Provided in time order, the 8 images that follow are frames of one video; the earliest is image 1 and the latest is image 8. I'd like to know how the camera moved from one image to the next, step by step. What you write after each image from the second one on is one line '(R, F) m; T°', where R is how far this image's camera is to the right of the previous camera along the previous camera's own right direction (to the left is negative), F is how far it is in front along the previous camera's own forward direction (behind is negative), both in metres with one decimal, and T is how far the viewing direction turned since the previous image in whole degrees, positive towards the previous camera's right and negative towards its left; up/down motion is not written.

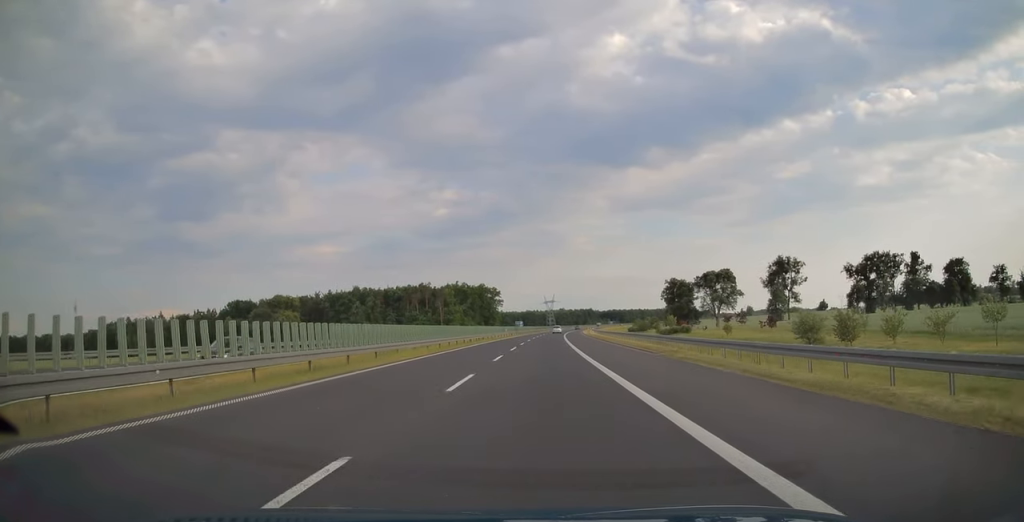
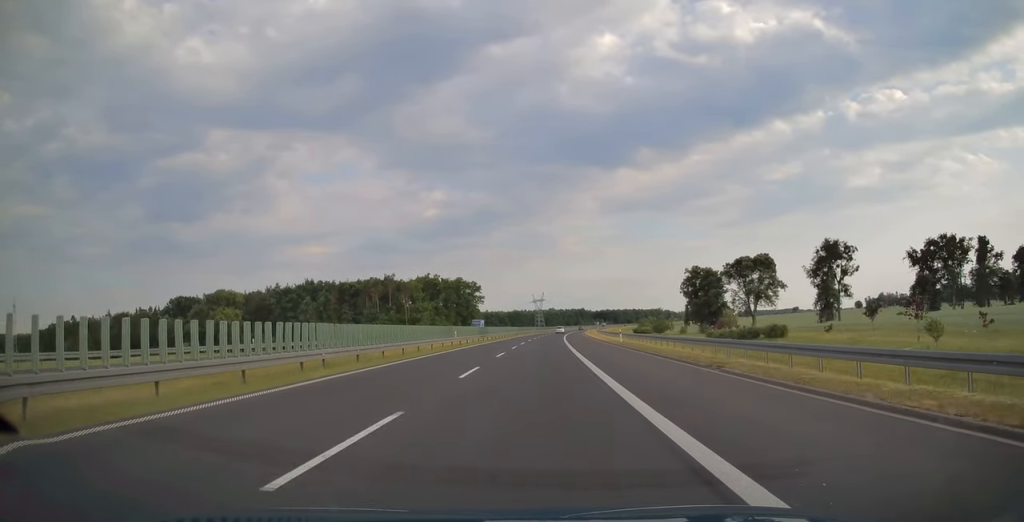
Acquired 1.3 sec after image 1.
(+0.2, +44.3) m; +1°
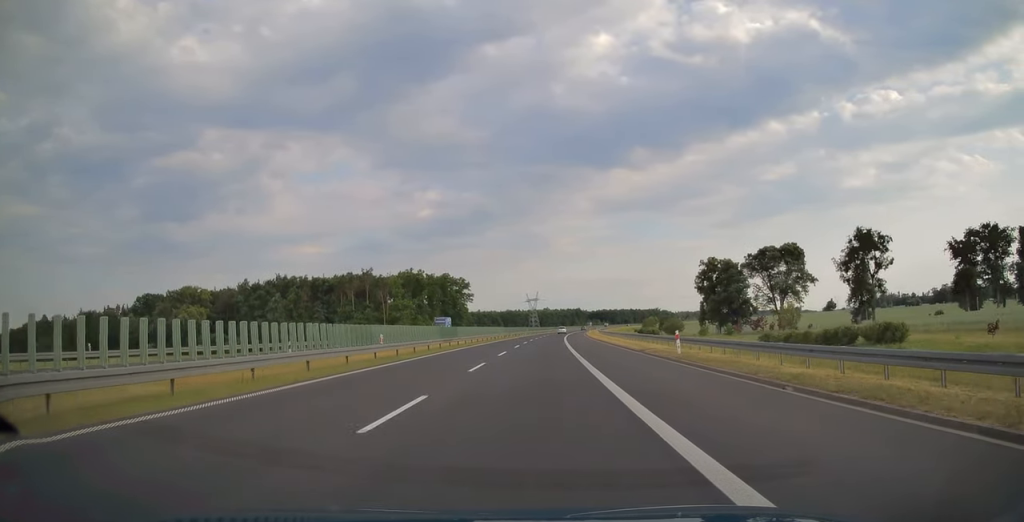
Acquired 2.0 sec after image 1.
(+0.2, +21.3) m; +1°
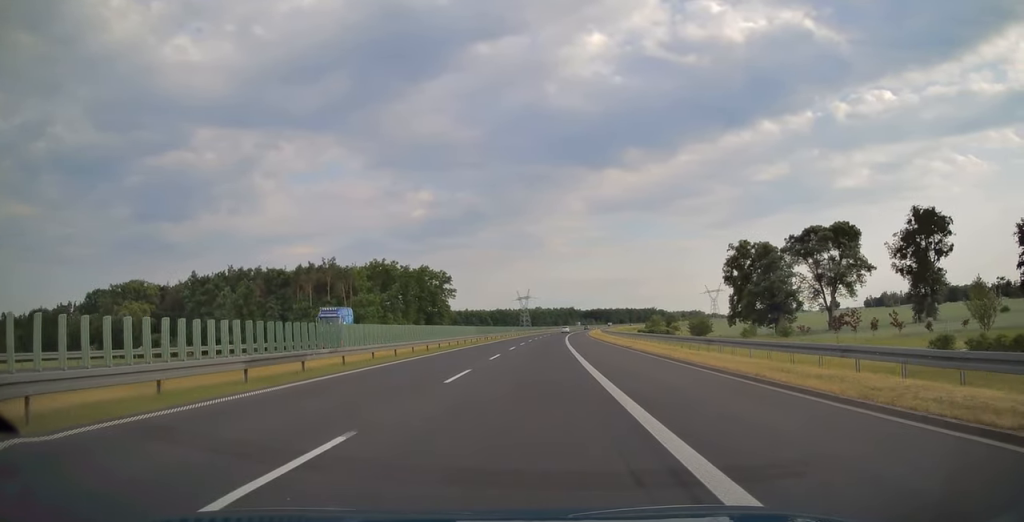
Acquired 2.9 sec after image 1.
(+0.2, +28.4) m; +1°
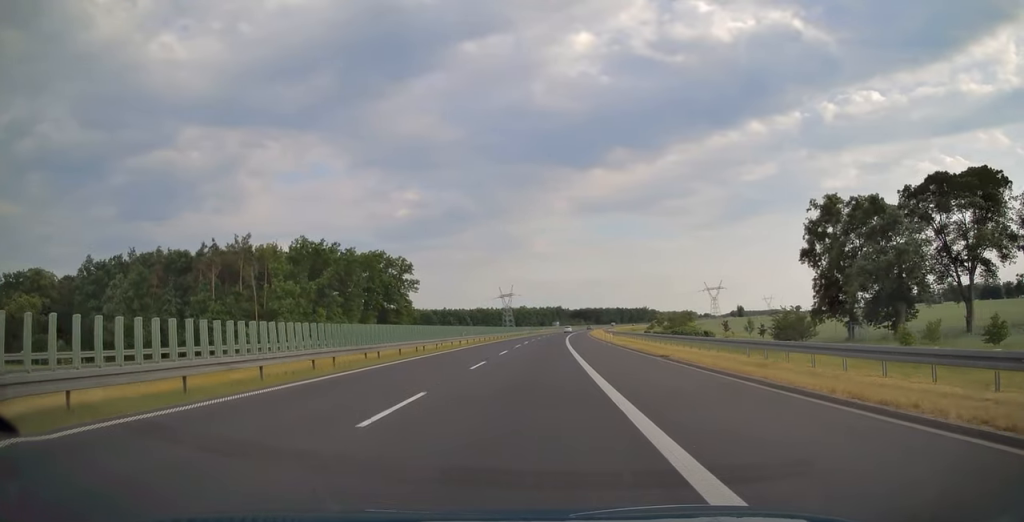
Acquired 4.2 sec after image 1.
(+0.3, +42.6) m; +1°
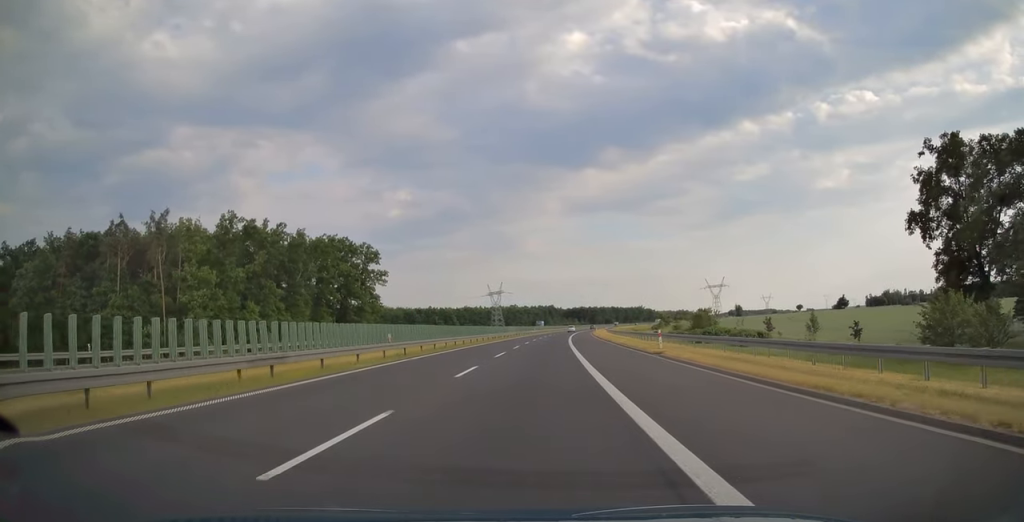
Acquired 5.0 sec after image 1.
(+0.2, +27.3) m; +1°
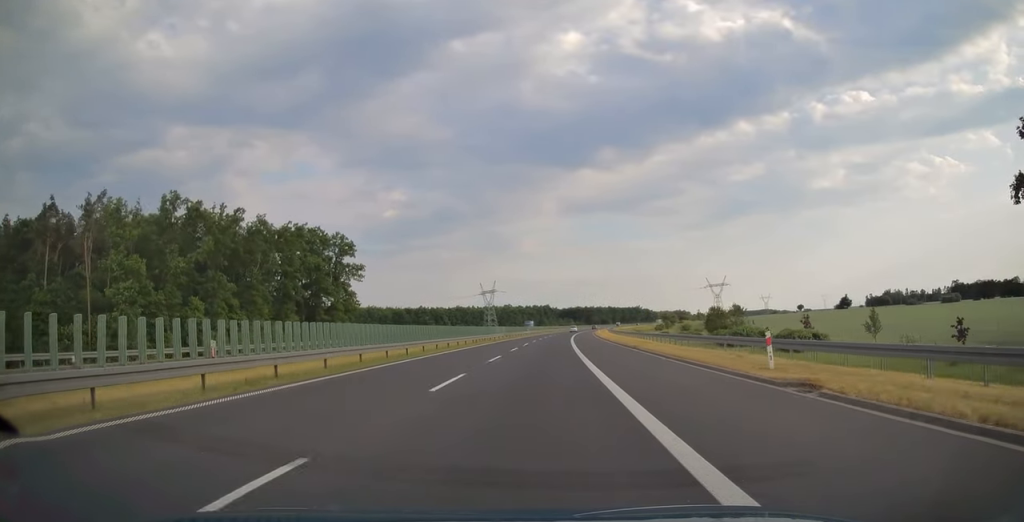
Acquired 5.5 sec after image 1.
(0.0, +15.8) m; +1°
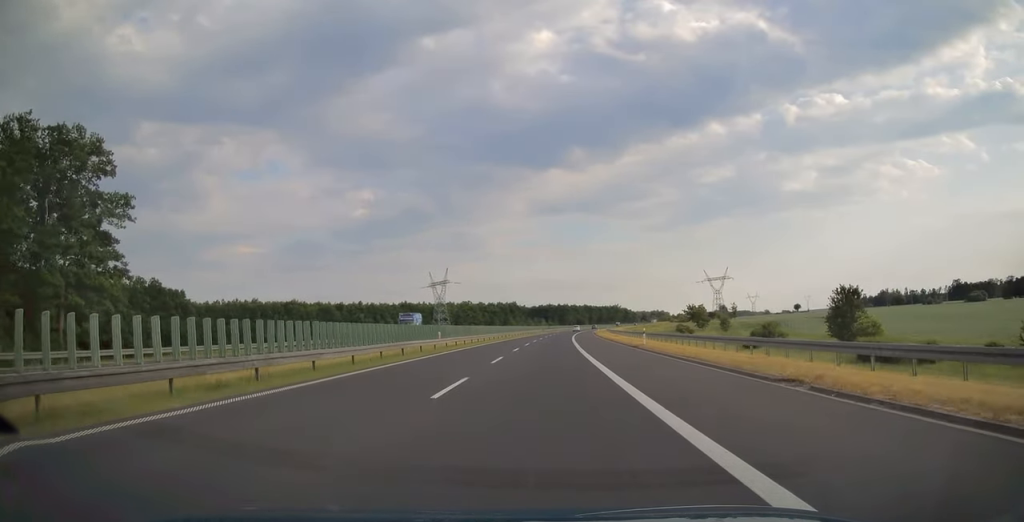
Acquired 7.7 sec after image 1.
(+1.8, +73.1) m; +3°
